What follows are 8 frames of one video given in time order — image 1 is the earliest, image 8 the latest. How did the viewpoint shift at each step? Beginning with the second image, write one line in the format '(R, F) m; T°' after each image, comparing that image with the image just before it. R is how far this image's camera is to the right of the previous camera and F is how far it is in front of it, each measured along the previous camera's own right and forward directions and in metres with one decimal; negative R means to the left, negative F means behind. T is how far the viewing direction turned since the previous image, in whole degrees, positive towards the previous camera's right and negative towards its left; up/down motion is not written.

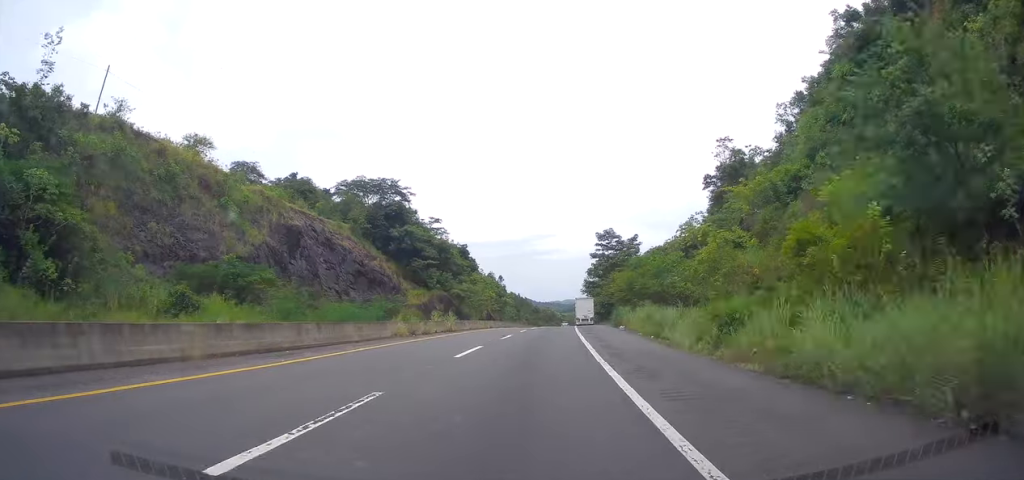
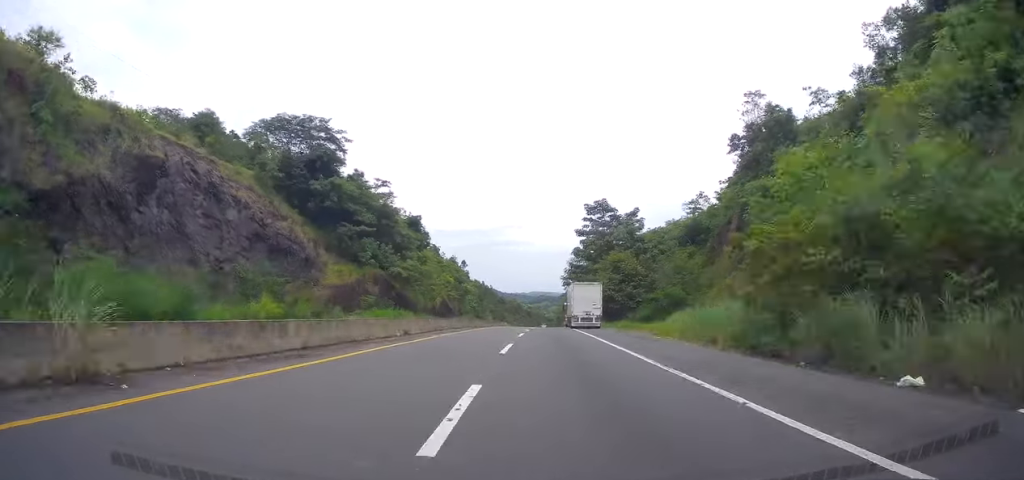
(+1.6, +34.2) m; +5°
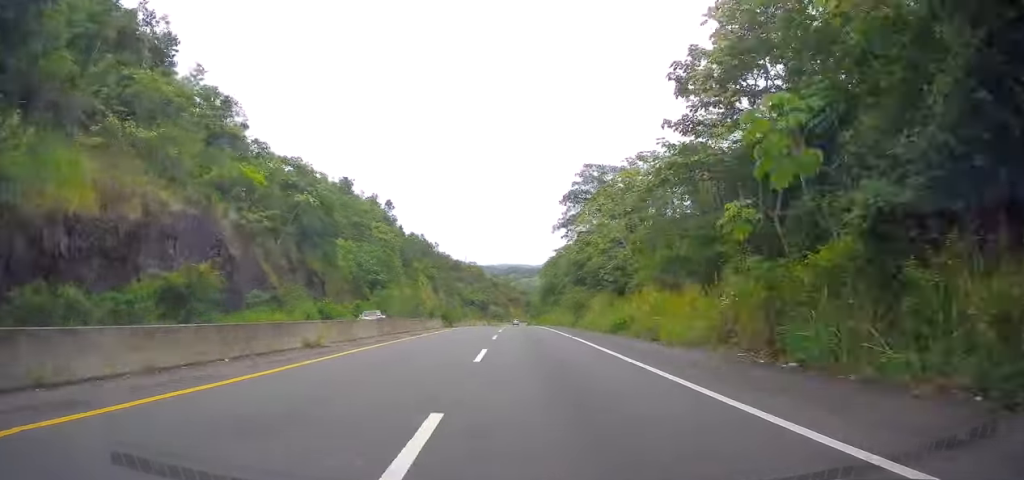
(+6.2, +109.8) m; +4°
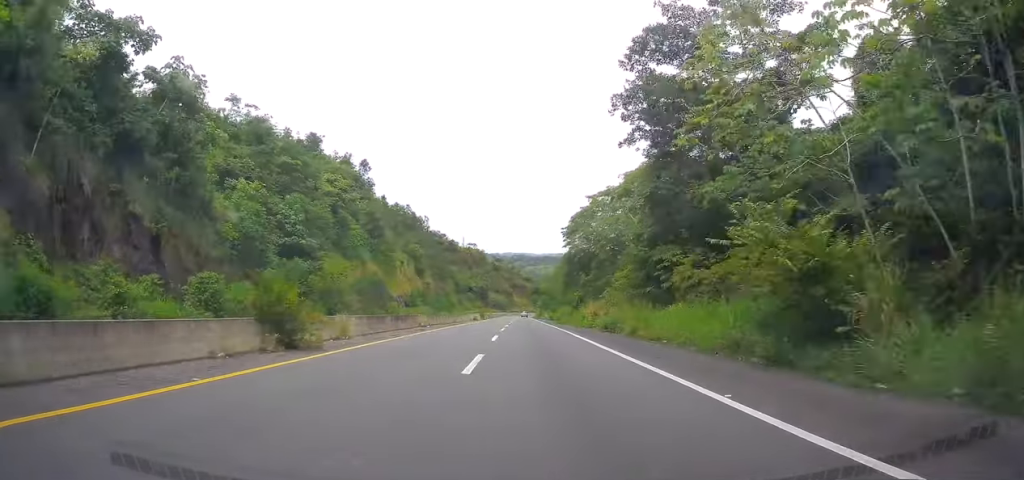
(0.0, +38.2) m; 0°
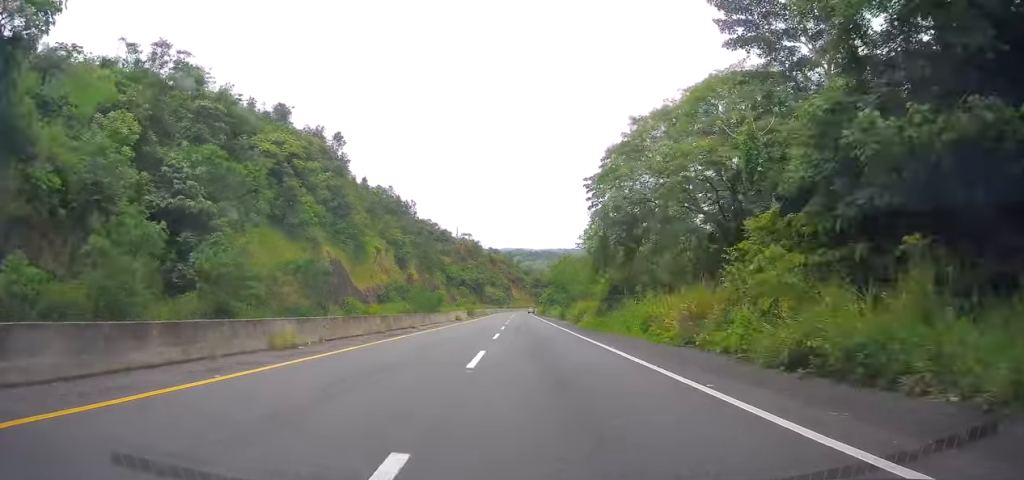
(0.0, +22.6) m; 0°
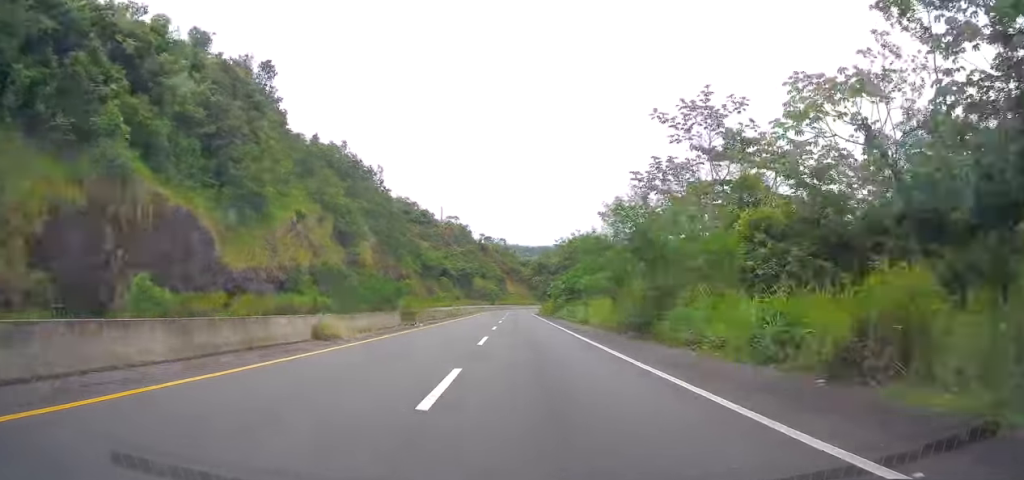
(0.0, +40.8) m; +1°
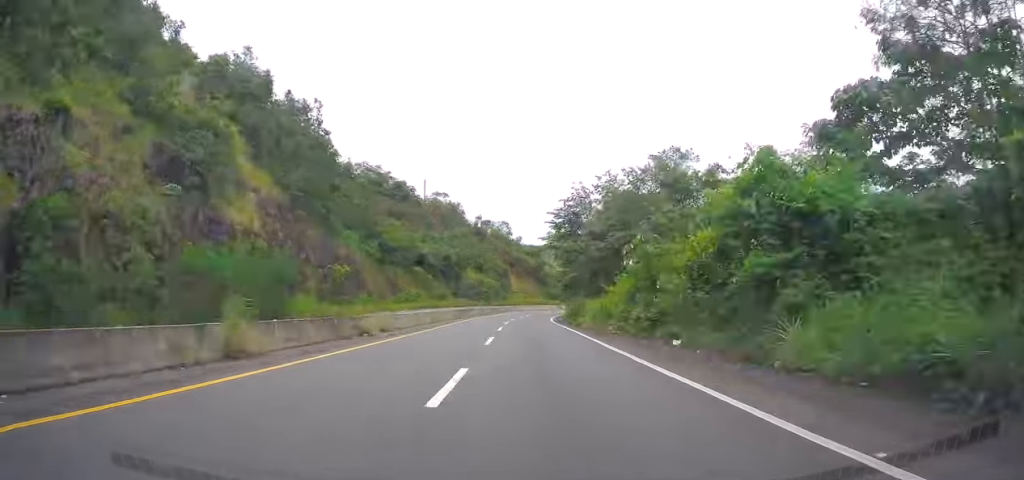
(+0.4, +46.1) m; +1°
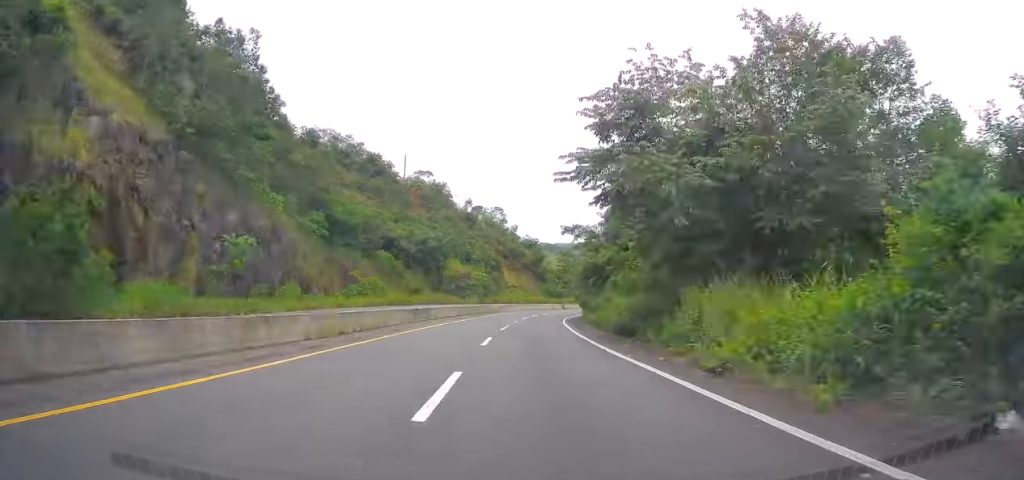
(+0.1, +24.5) m; 0°
